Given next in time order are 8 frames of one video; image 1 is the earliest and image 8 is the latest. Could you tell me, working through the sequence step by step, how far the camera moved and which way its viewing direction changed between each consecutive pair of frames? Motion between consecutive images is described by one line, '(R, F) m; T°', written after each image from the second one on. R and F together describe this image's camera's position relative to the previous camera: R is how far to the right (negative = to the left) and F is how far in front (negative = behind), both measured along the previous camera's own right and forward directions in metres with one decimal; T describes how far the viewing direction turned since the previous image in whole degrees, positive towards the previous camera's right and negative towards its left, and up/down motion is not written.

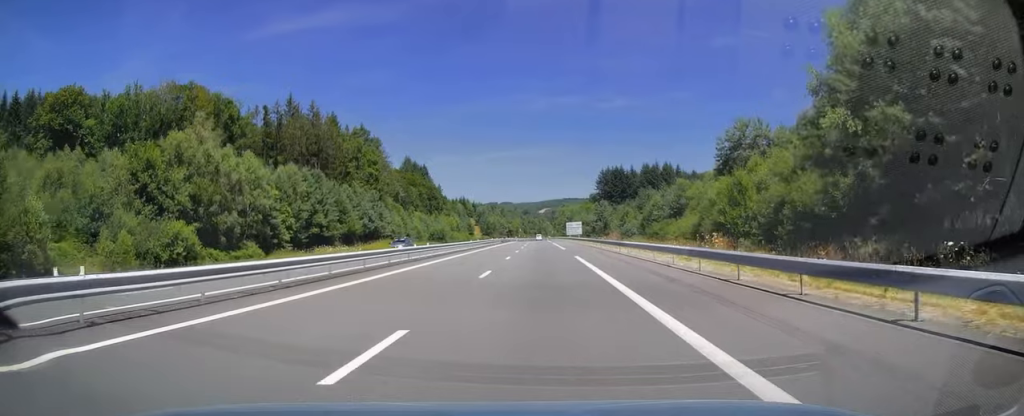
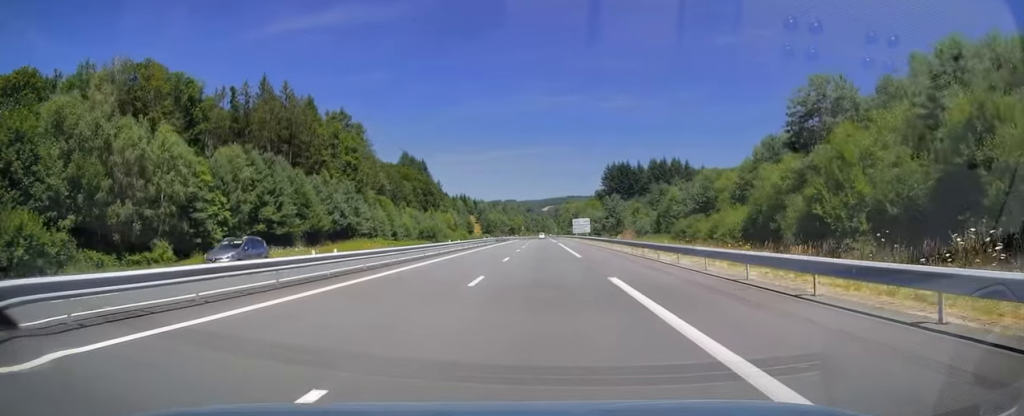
(-0.1, +16.5) m; 0°
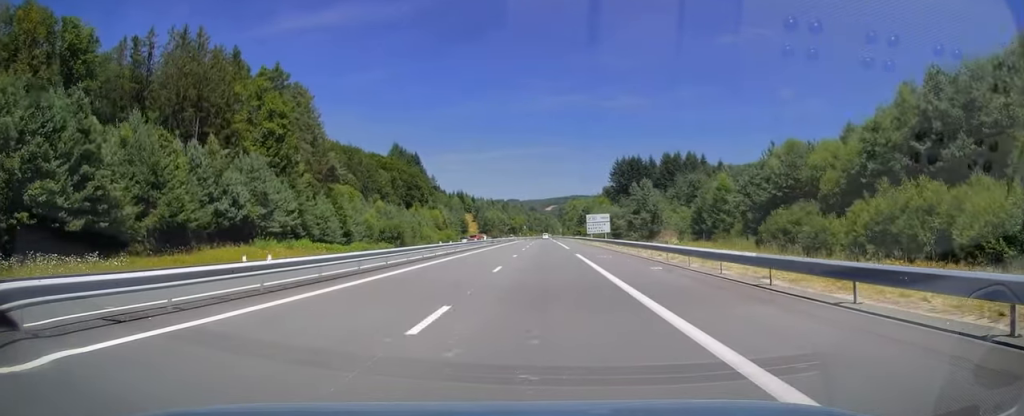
(0.0, +33.5) m; 0°
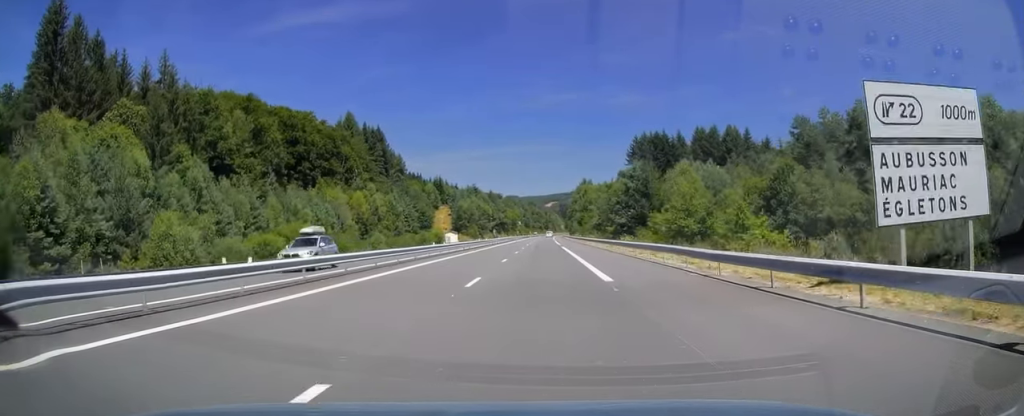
(+0.4, +84.9) m; 0°
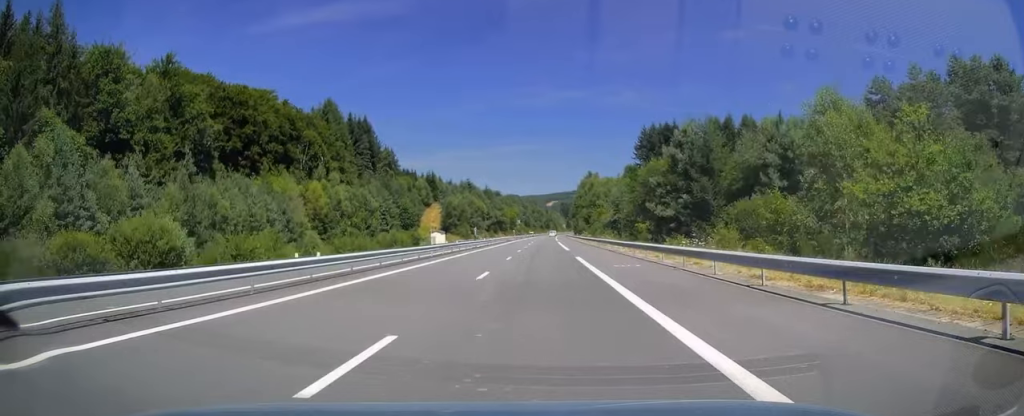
(-0.2, +23.5) m; 0°
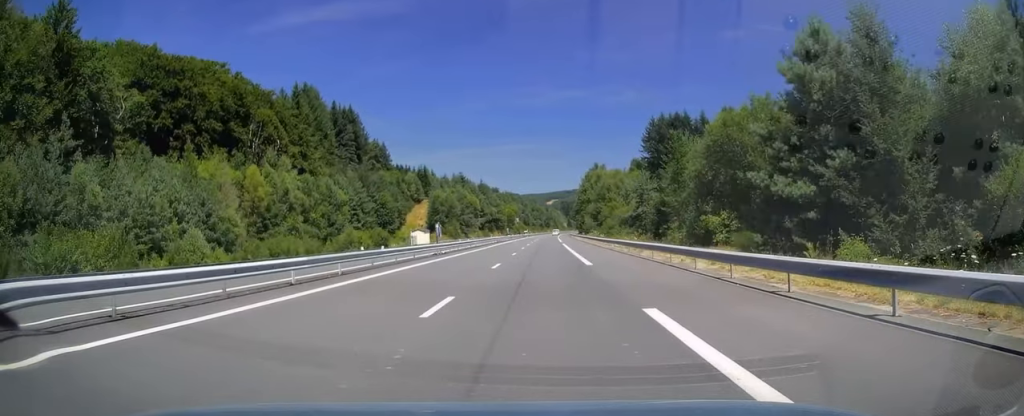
(+0.2, +21.4) m; 0°
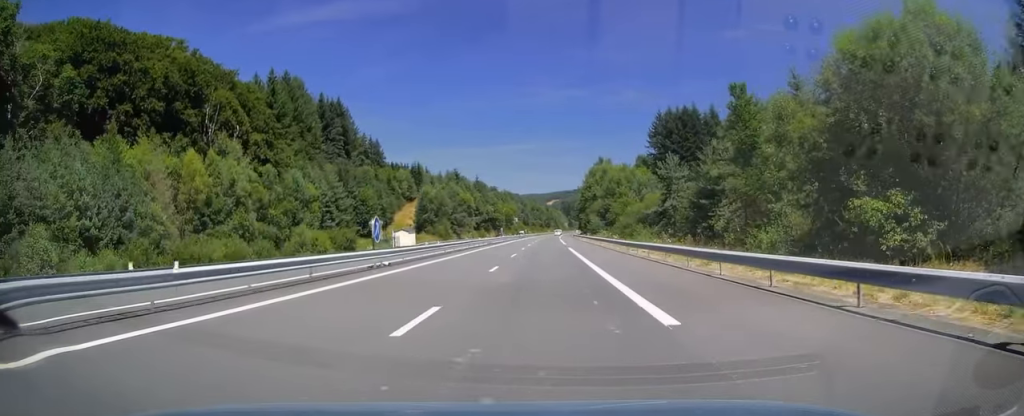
(+0.1, +14.8) m; 0°
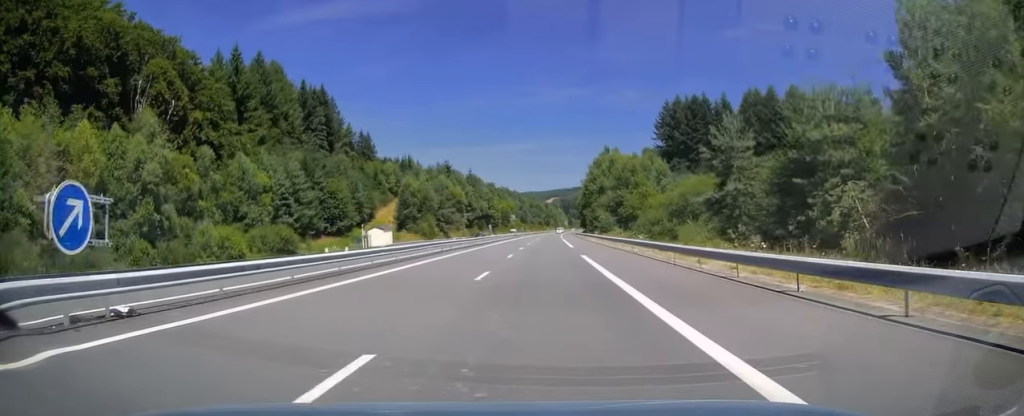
(-0.2, +17.4) m; 0°
